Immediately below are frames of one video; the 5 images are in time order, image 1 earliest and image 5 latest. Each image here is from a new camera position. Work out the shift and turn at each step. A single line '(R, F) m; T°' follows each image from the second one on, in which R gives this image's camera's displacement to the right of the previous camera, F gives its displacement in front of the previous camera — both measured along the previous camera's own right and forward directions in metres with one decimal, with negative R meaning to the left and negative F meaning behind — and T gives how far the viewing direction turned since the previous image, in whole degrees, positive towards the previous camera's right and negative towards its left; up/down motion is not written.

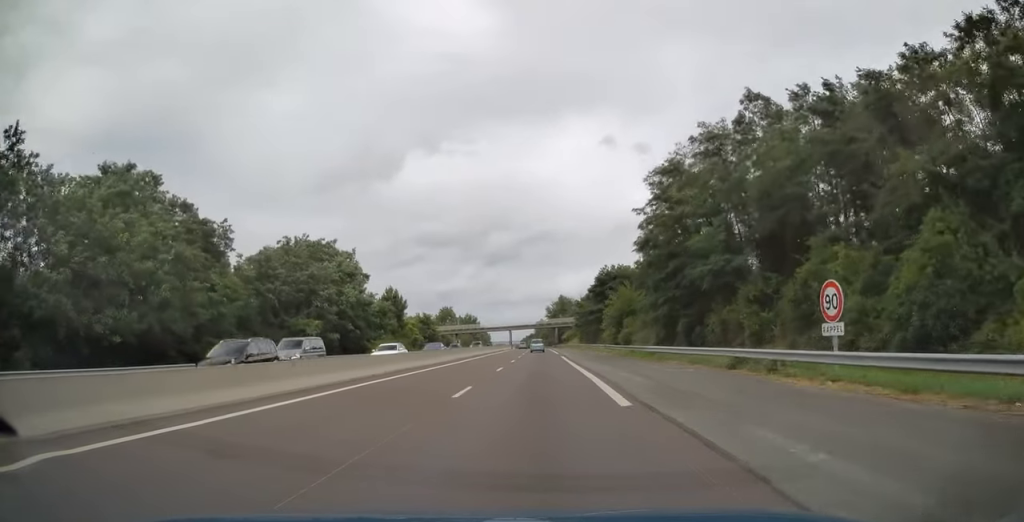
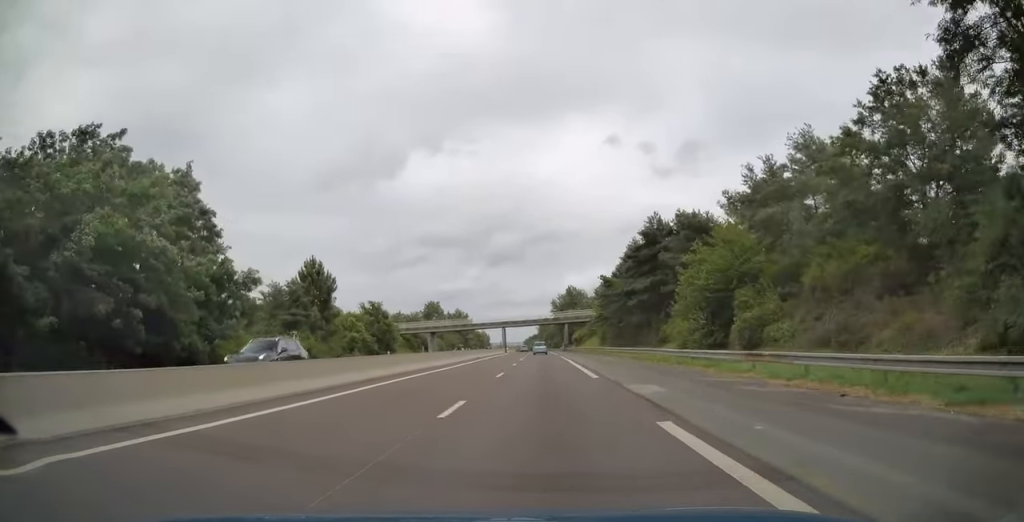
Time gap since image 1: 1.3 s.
(0.0, +42.2) m; 0°
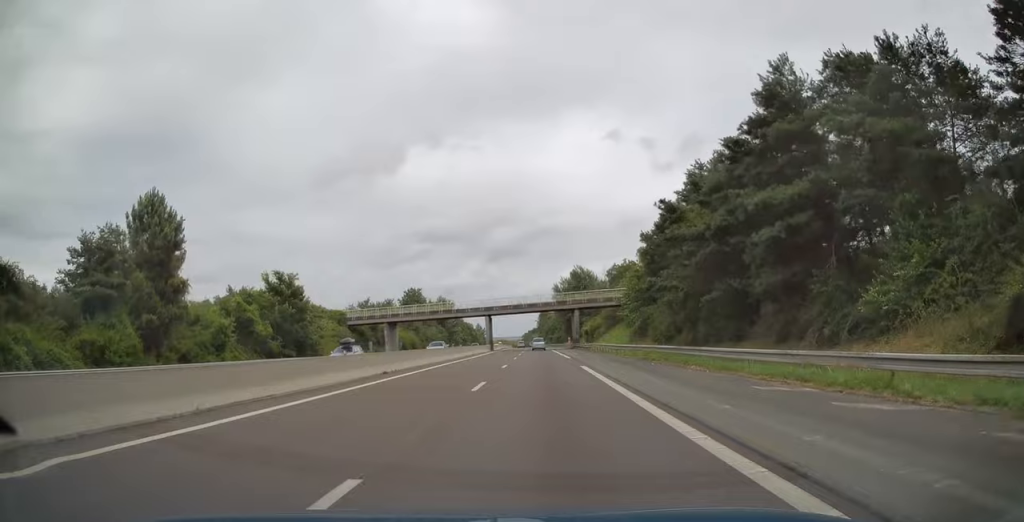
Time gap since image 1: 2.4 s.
(-0.2, +34.1) m; 0°
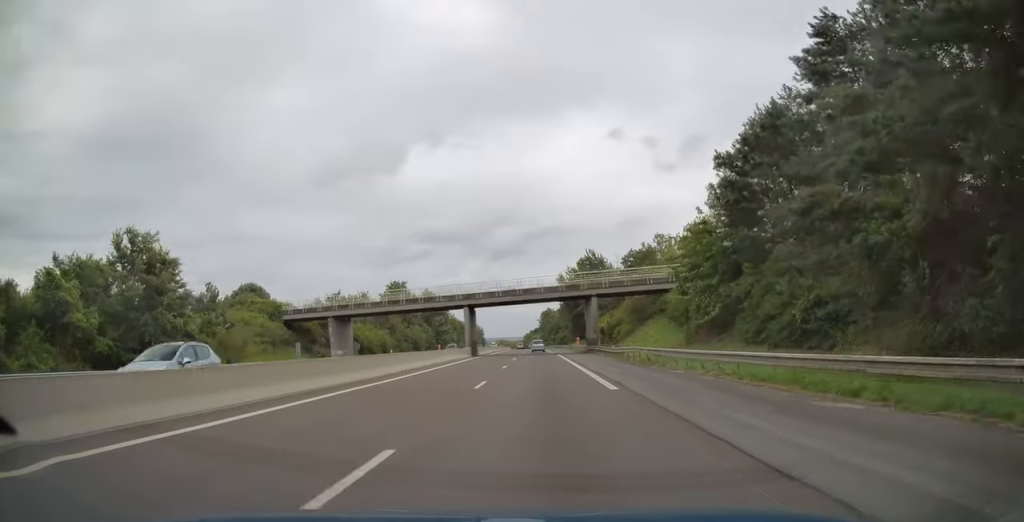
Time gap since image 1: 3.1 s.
(0.0, +24.3) m; 0°
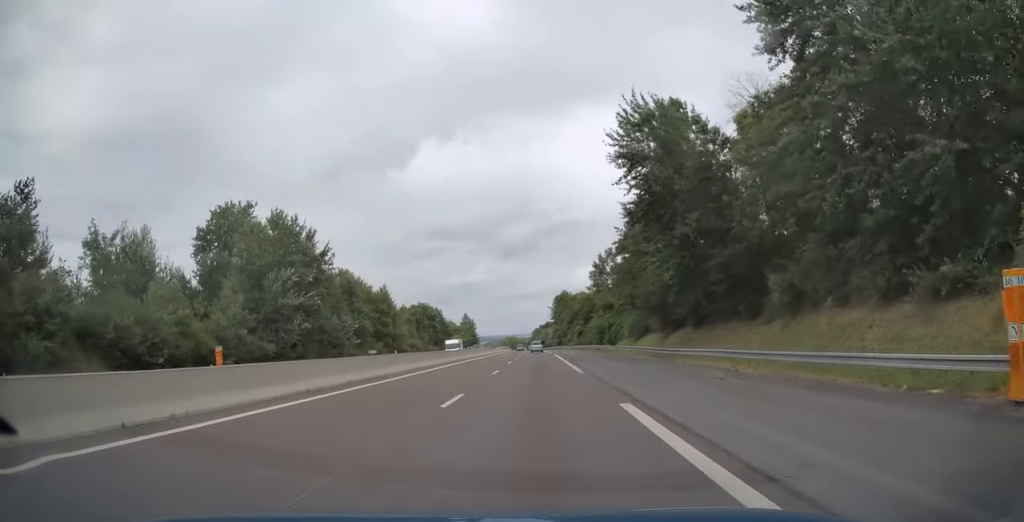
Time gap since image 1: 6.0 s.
(-0.8, +95.2) m; -1°
